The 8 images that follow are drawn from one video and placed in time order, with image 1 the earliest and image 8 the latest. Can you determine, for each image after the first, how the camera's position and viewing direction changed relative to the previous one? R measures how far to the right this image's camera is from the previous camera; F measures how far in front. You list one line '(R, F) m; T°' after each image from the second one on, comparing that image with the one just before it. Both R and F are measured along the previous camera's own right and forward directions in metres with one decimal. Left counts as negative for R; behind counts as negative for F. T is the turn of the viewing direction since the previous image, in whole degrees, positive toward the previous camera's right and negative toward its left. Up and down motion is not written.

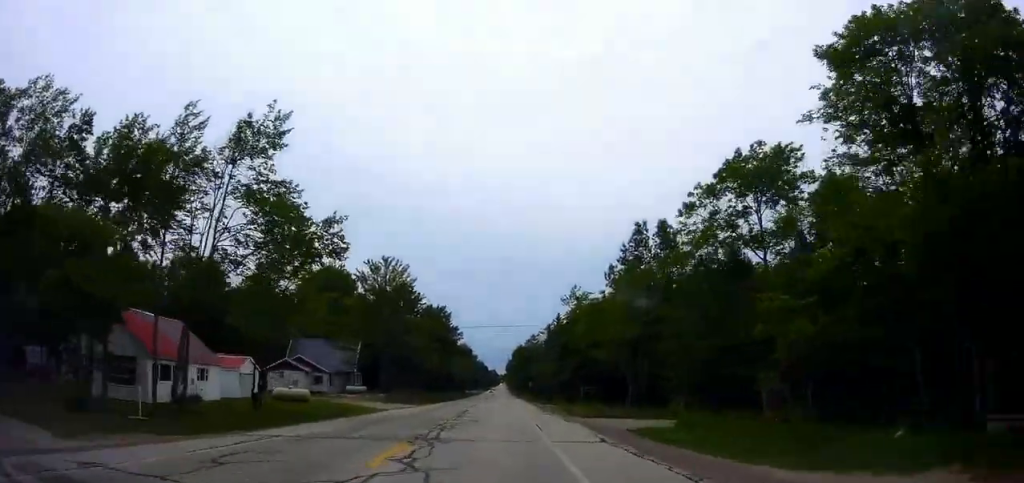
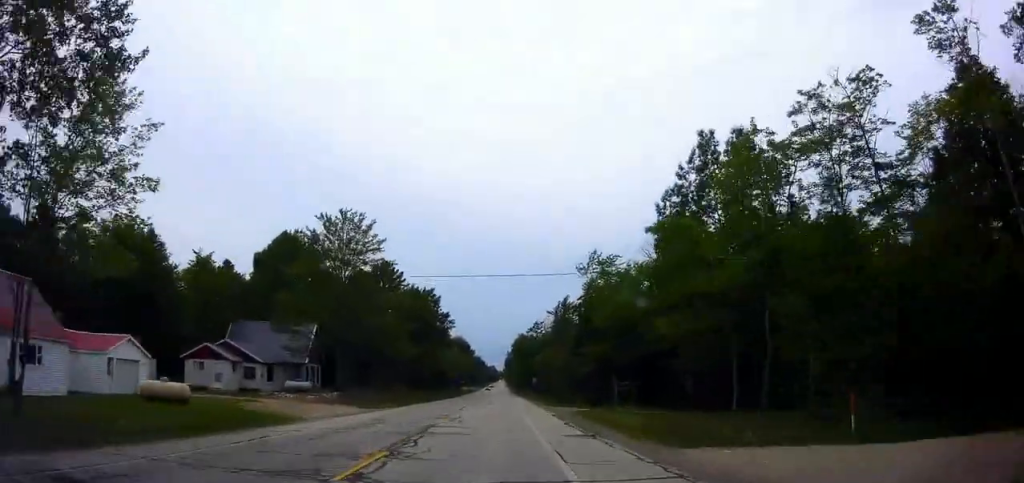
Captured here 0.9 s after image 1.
(+0.3, +16.8) m; +1°
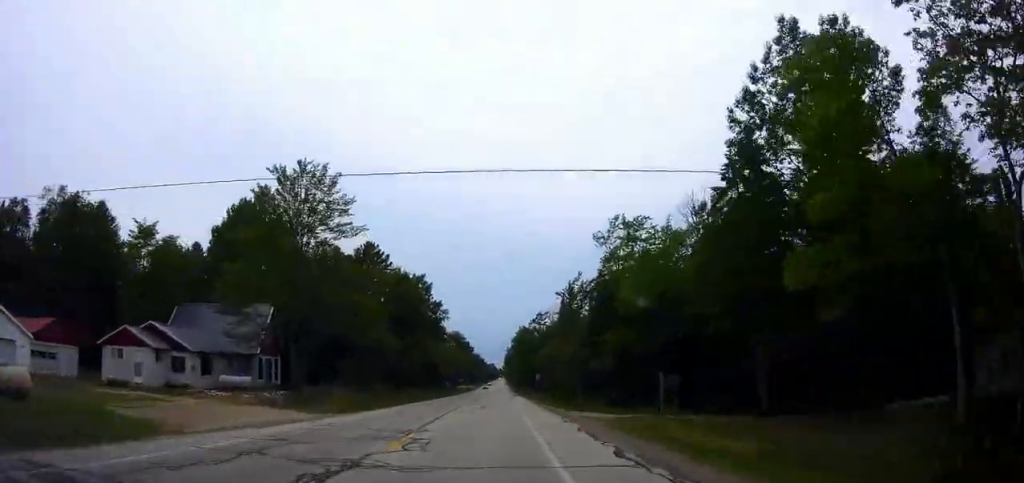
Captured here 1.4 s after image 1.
(0.0, +10.3) m; 0°
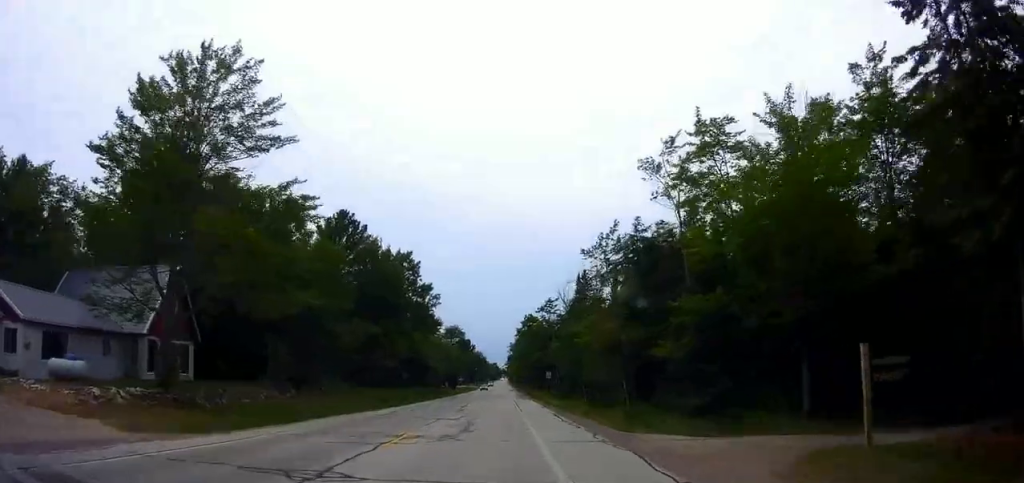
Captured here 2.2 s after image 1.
(0.0, +15.0) m; 0°
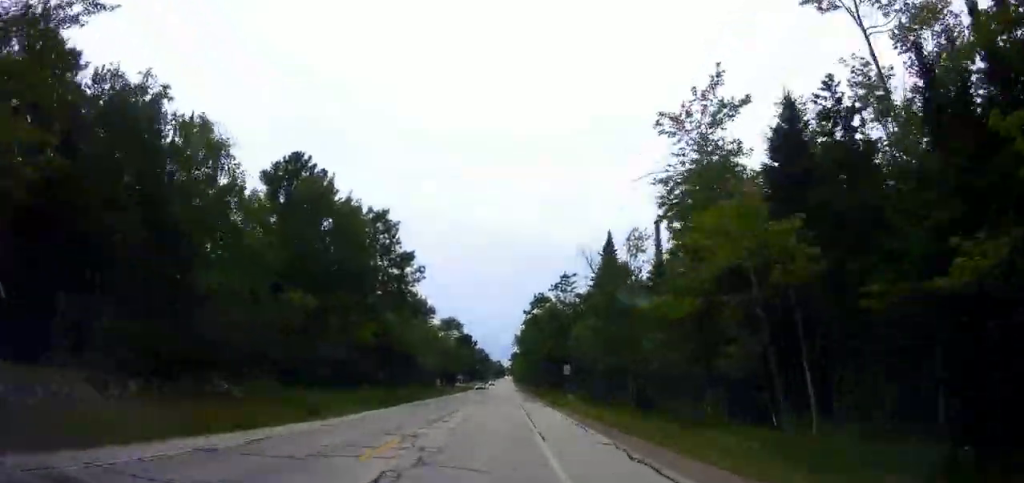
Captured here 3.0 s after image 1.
(0.0, +16.9) m; -1°
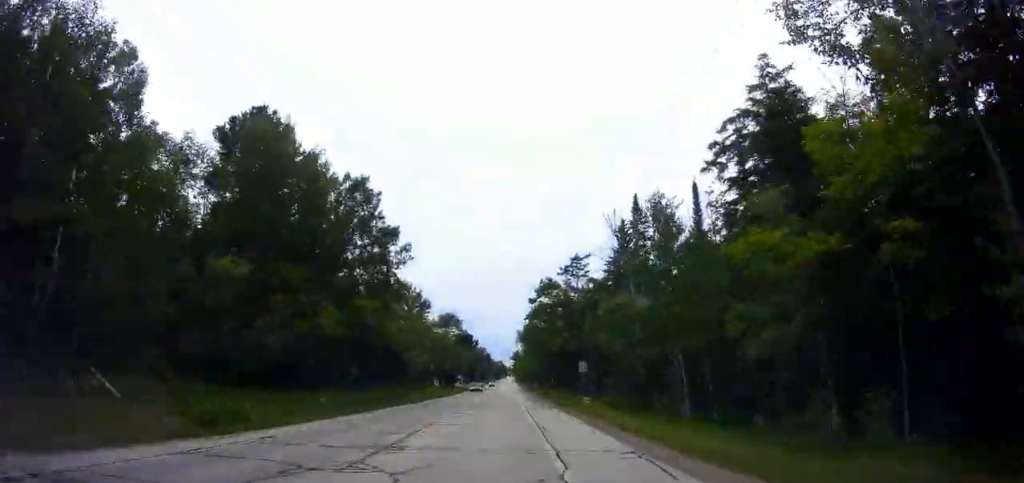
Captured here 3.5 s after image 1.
(+0.2, +9.1) m; -1°
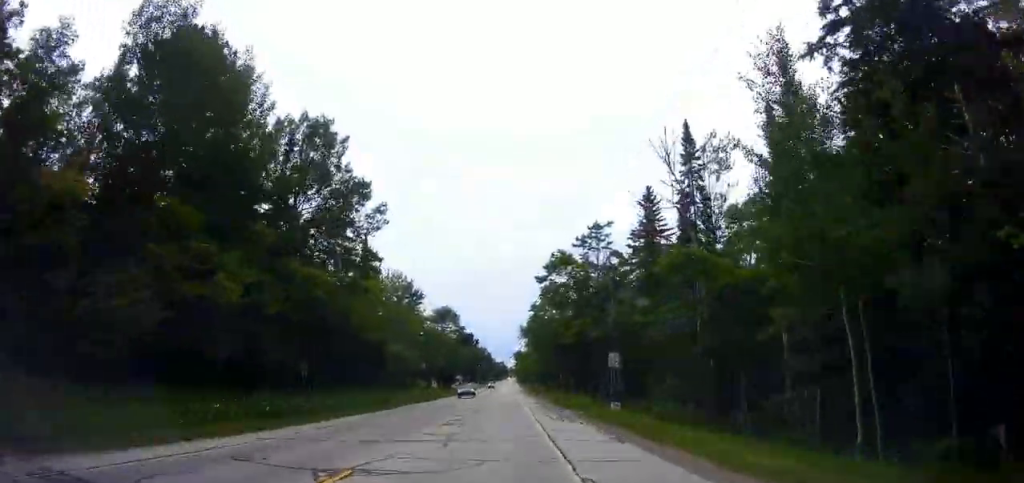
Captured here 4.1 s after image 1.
(-0.3, +11.0) m; 0°
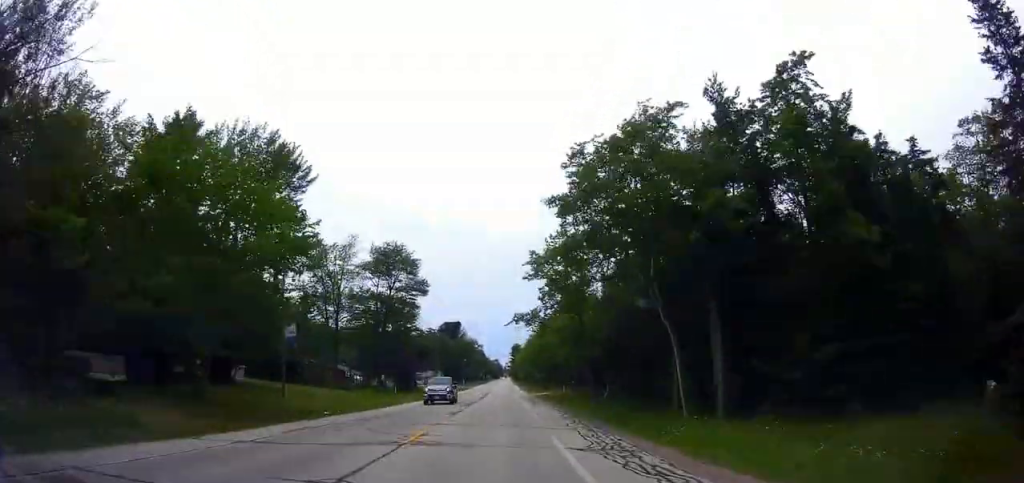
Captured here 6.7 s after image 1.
(+0.9, +50.1) m; +2°
